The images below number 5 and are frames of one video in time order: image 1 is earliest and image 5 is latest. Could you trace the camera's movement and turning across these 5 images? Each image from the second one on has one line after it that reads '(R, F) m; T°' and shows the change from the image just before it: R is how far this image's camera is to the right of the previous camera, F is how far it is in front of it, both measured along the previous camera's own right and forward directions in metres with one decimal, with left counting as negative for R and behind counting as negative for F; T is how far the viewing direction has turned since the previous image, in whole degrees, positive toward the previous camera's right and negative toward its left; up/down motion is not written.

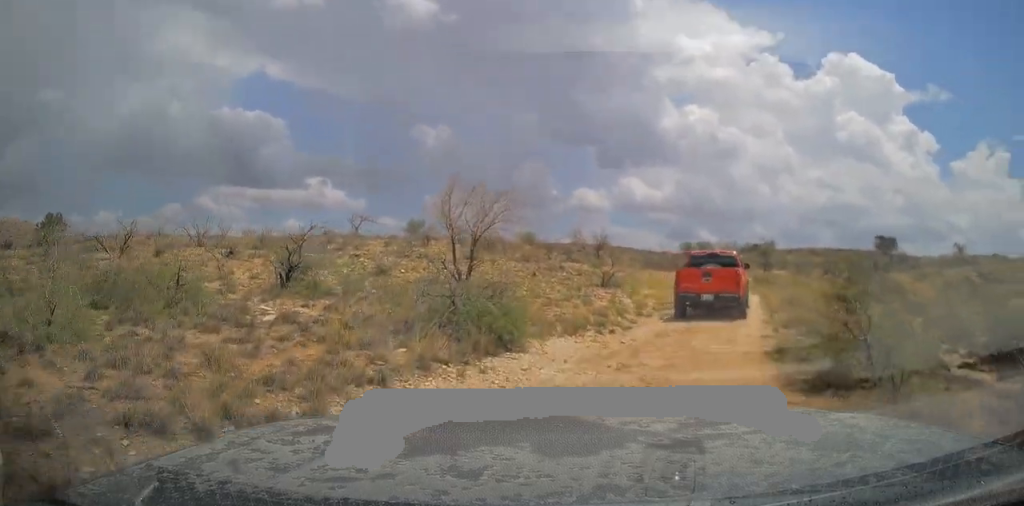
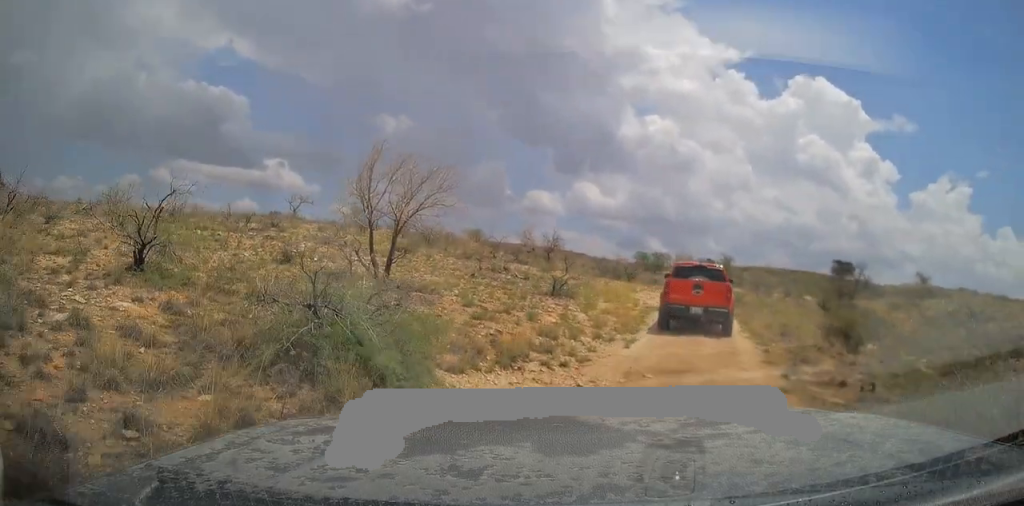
(+0.6, +4.1) m; +9°
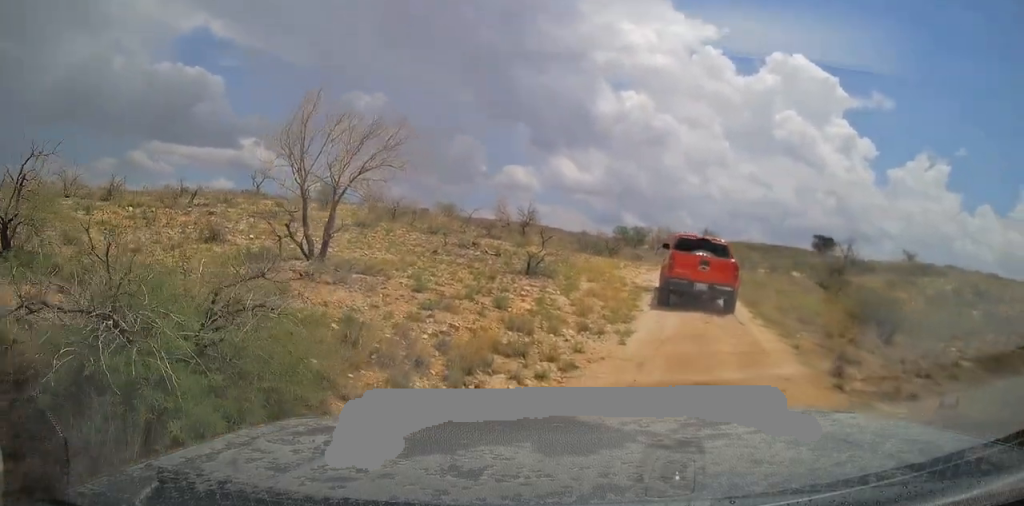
(+0.1, +3.0) m; +3°
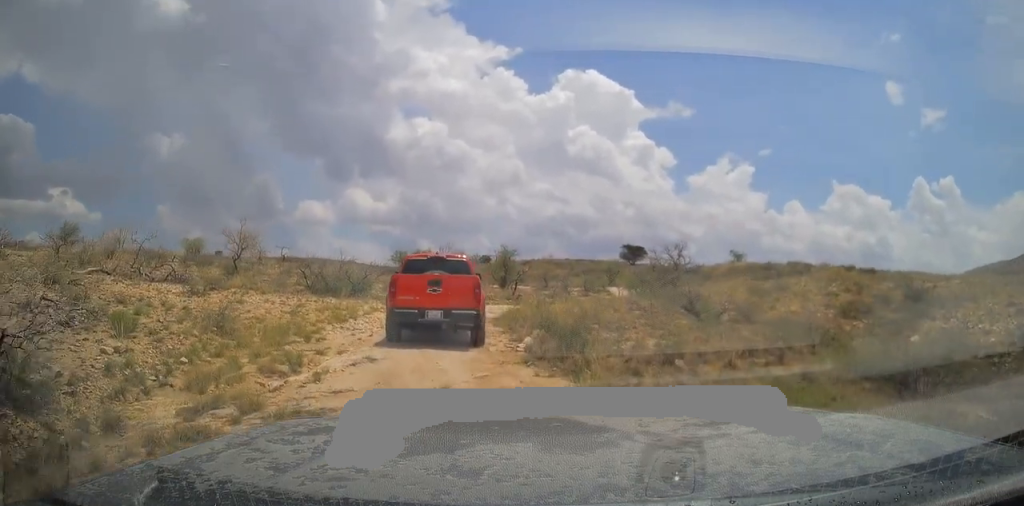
(+1.5, +12.9) m; +13°
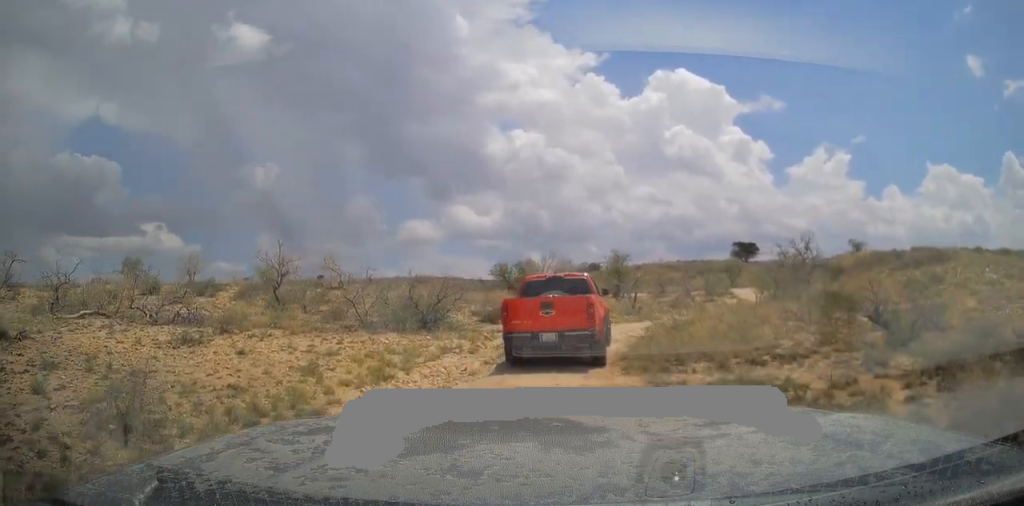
(-0.1, +6.2) m; -4°
